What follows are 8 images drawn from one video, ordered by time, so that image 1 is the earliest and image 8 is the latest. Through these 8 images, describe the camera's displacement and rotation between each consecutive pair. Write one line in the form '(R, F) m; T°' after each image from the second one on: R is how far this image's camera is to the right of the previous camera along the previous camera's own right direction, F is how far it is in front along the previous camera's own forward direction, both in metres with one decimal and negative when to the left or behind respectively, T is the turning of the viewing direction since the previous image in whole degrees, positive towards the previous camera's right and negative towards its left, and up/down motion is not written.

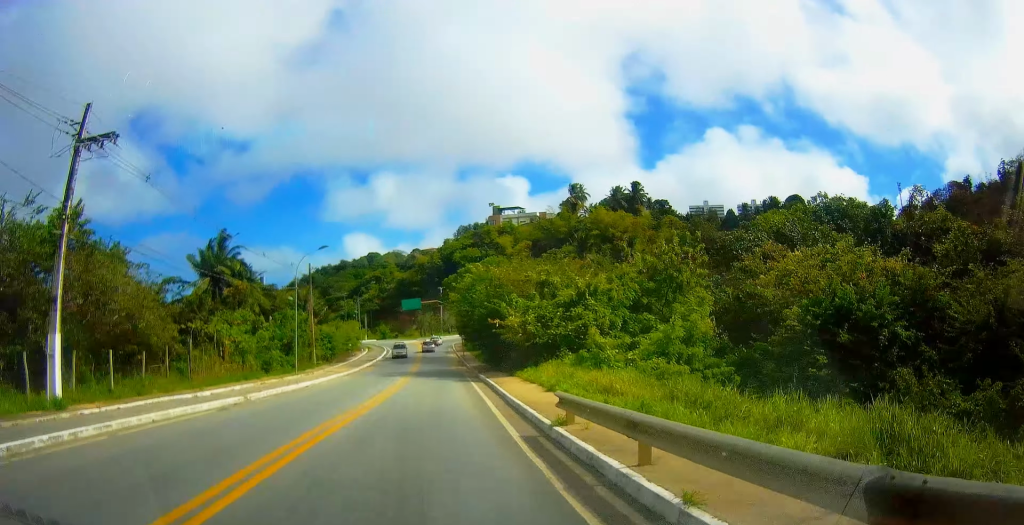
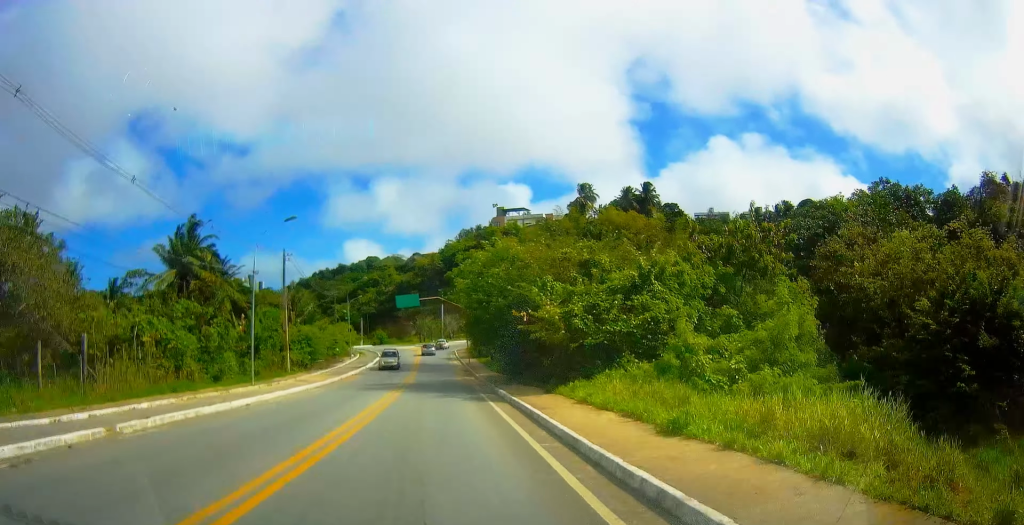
(0.0, +10.0) m; 0°
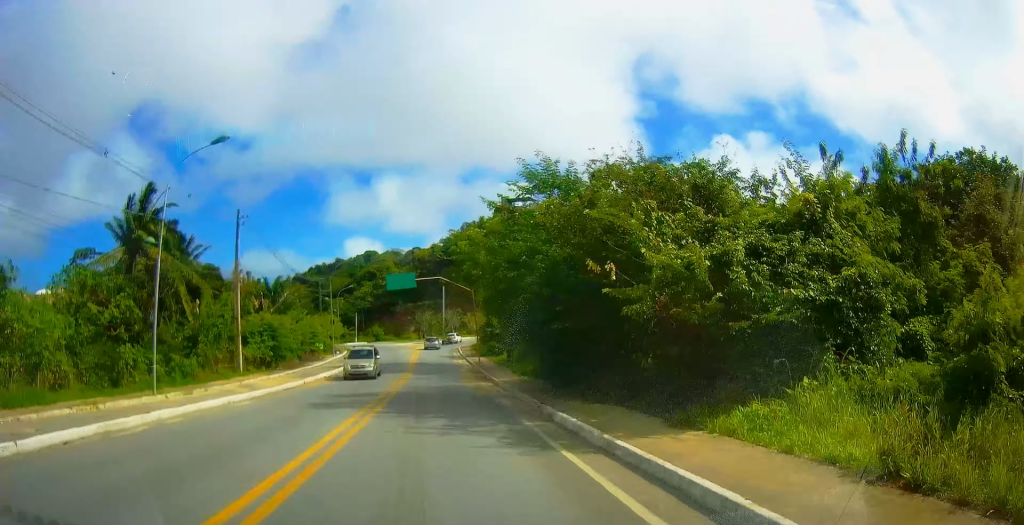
(-0.1, +11.2) m; 0°
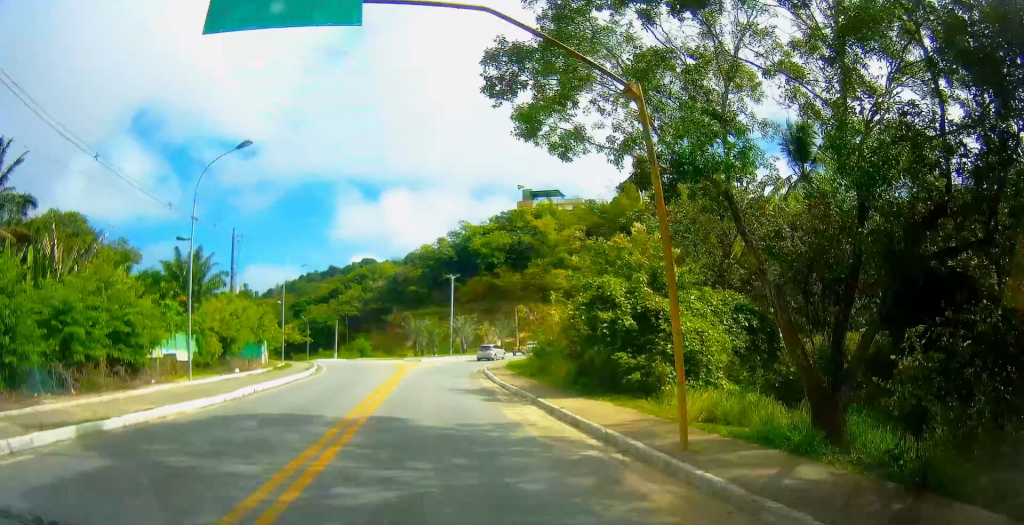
(-0.4, +32.0) m; -2°
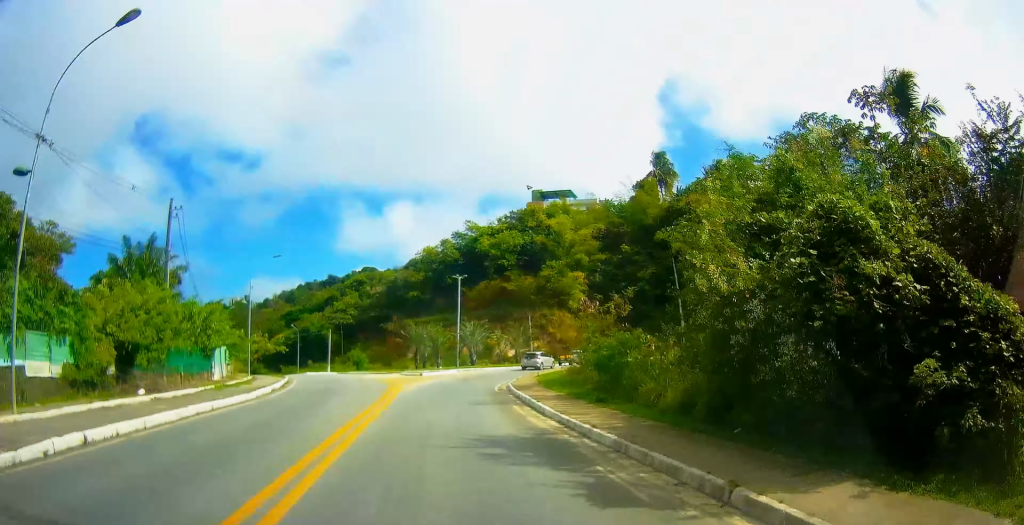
(-0.2, +10.6) m; 0°
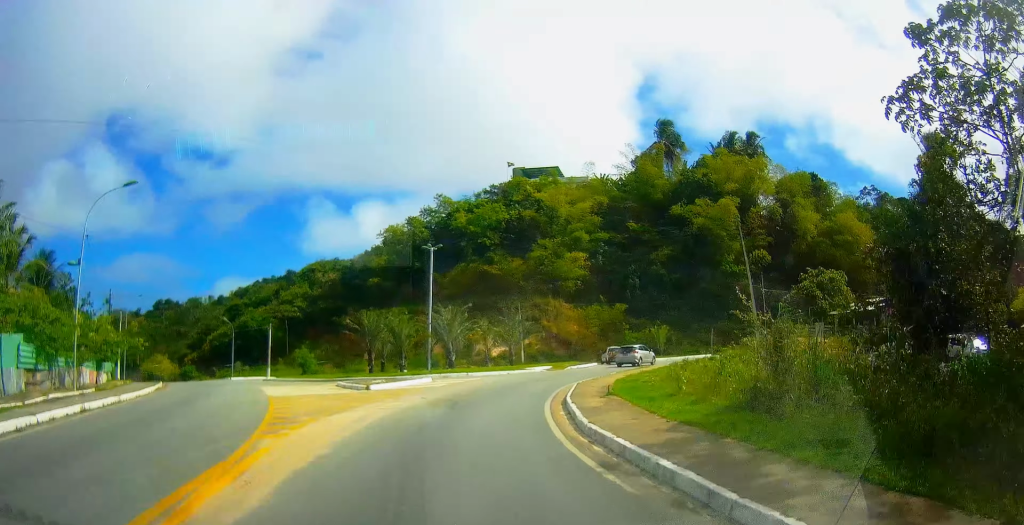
(+1.0, +18.5) m; +9°
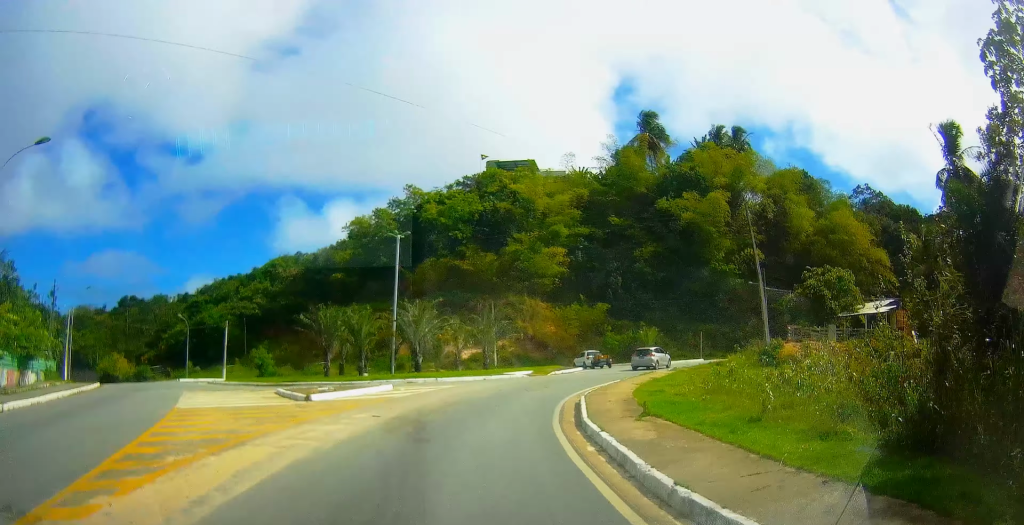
(0.0, +5.4) m; +5°
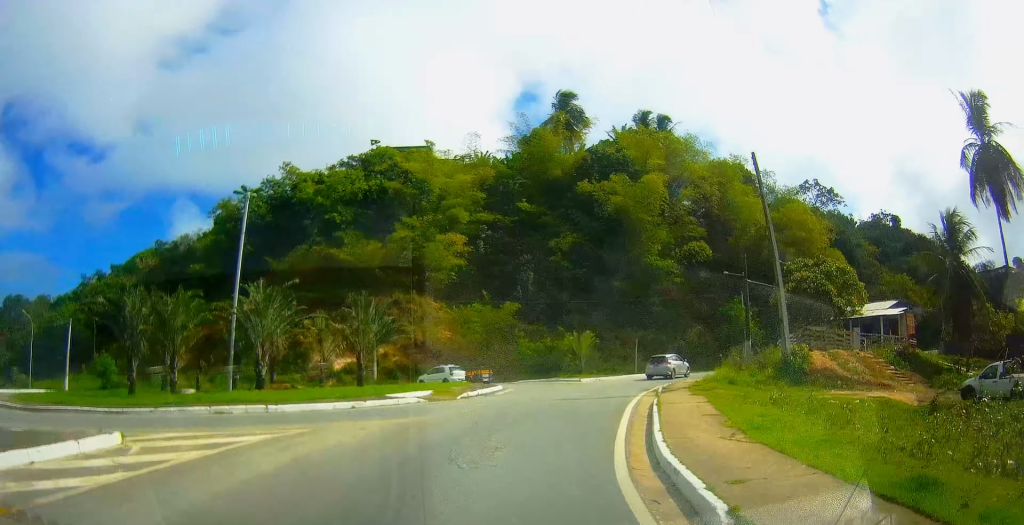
(+1.7, +13.1) m; +10°
